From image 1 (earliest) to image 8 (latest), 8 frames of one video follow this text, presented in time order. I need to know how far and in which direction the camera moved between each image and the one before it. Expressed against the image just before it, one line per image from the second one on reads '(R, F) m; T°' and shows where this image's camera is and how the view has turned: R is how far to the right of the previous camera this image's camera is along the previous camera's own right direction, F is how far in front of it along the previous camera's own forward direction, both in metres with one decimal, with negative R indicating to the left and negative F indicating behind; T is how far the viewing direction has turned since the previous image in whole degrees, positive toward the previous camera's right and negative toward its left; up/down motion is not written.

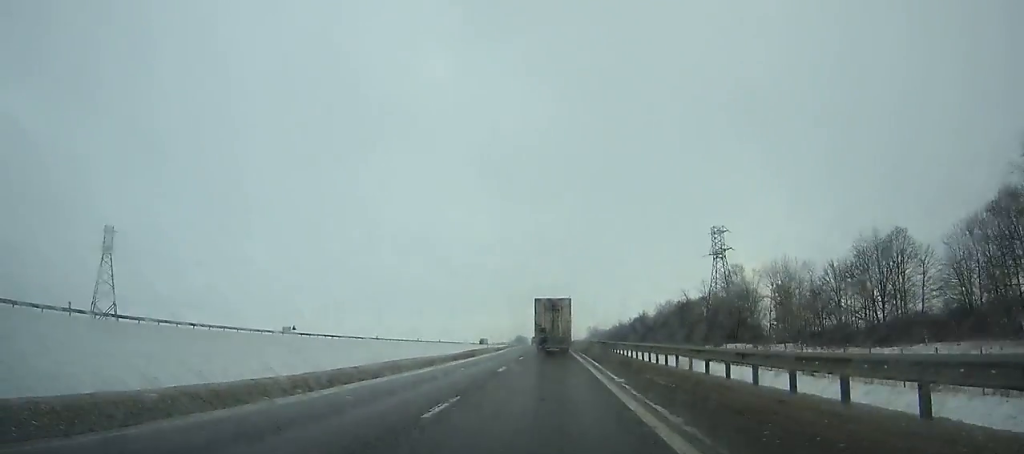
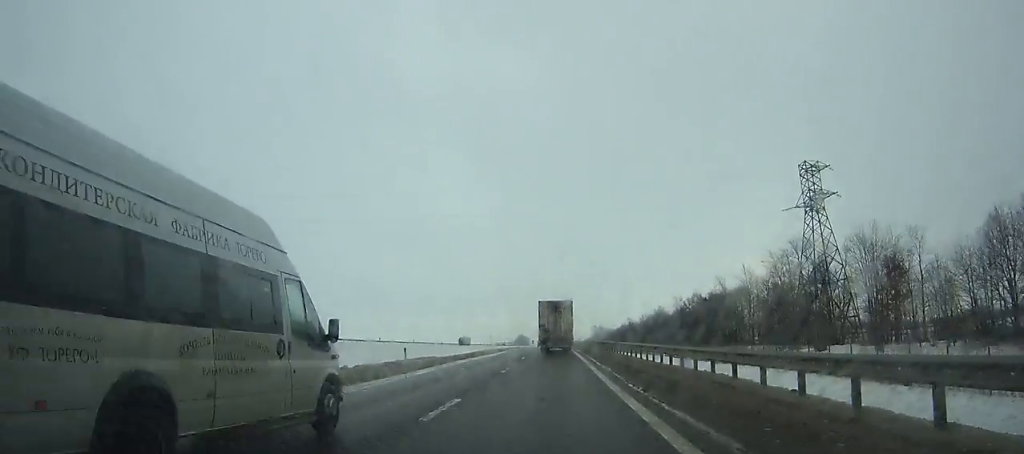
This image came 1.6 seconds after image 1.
(0.0, +35.7) m; 0°
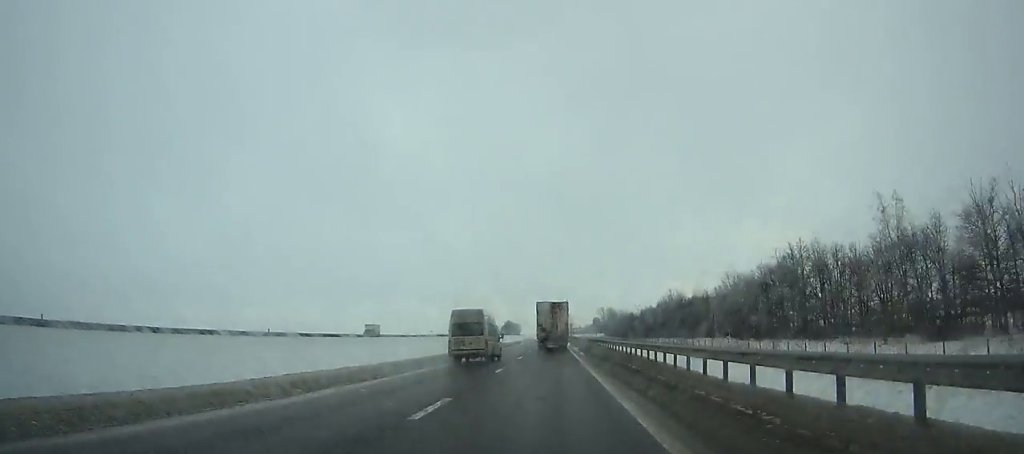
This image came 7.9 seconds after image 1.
(+0.2, +141.7) m; 0°
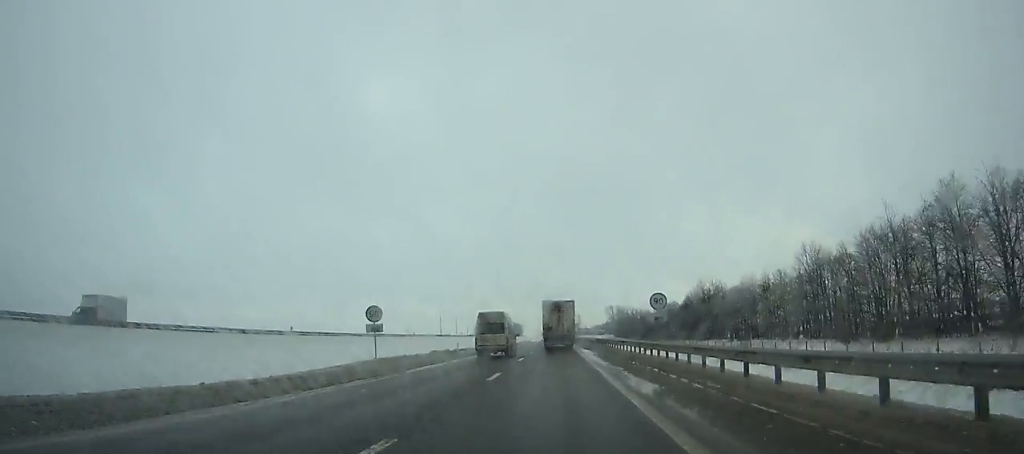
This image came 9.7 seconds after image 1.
(0.0, +40.6) m; 0°
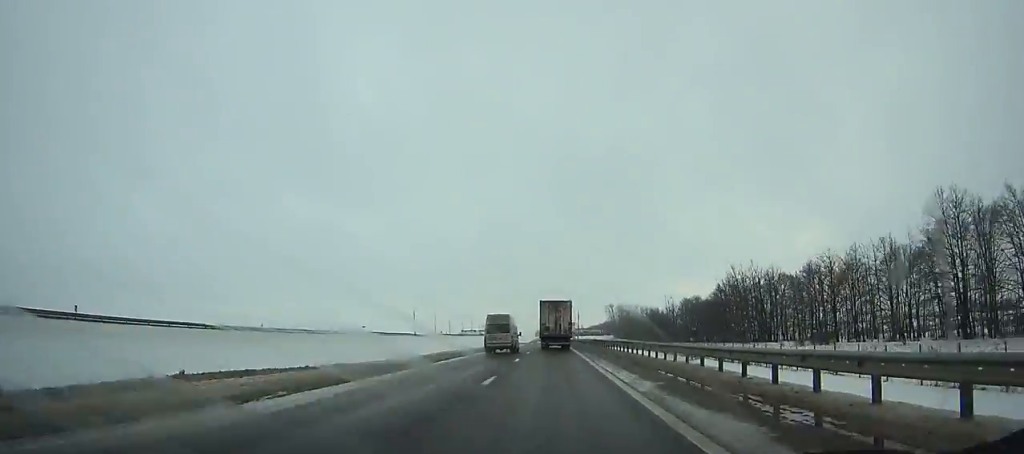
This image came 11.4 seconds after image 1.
(0.0, +38.1) m; 0°
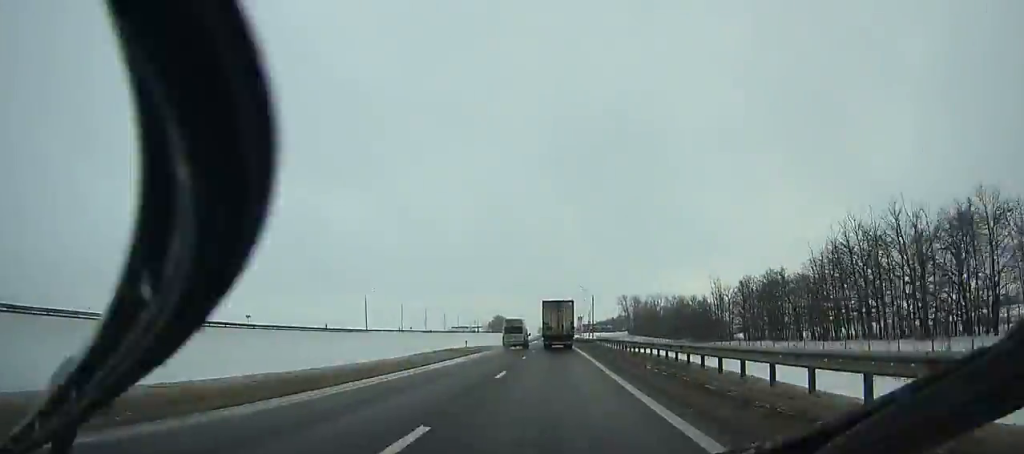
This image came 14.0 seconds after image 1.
(0.0, +57.7) m; 0°
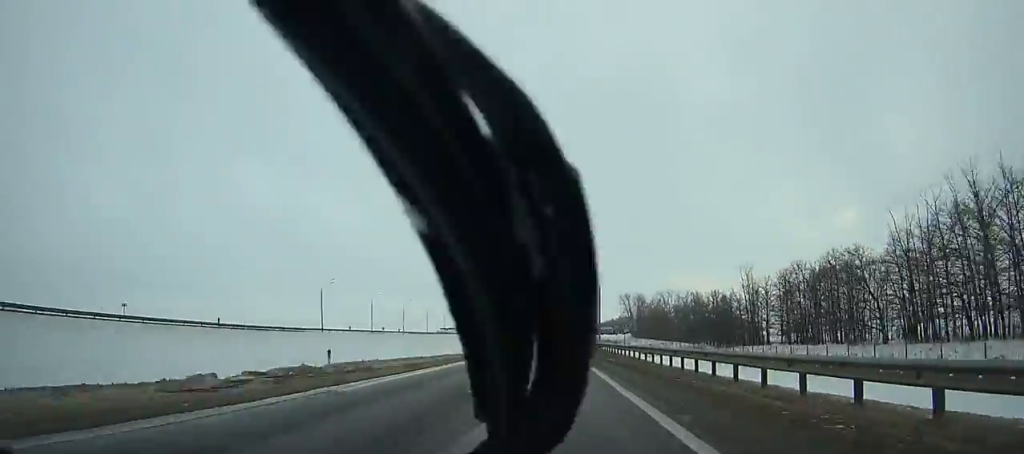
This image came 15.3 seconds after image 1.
(0.0, +28.5) m; 0°
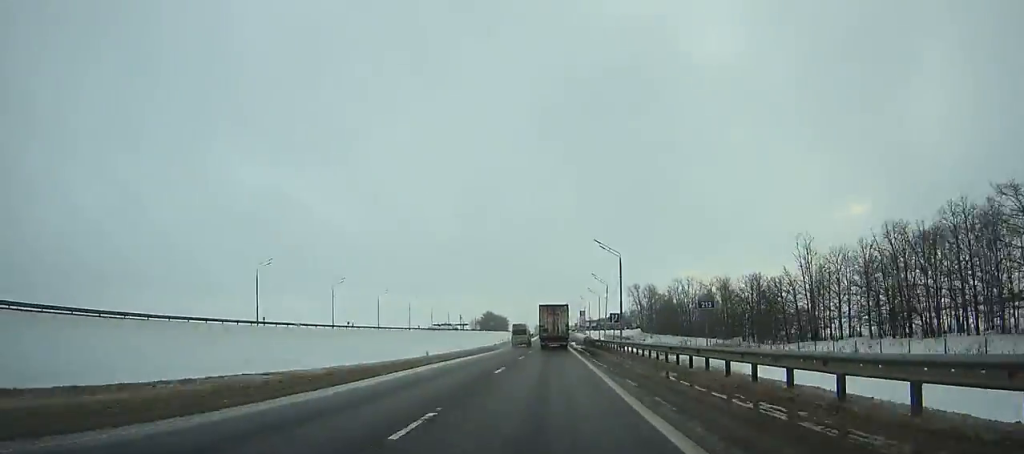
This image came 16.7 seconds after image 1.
(0.0, +30.2) m; 0°
